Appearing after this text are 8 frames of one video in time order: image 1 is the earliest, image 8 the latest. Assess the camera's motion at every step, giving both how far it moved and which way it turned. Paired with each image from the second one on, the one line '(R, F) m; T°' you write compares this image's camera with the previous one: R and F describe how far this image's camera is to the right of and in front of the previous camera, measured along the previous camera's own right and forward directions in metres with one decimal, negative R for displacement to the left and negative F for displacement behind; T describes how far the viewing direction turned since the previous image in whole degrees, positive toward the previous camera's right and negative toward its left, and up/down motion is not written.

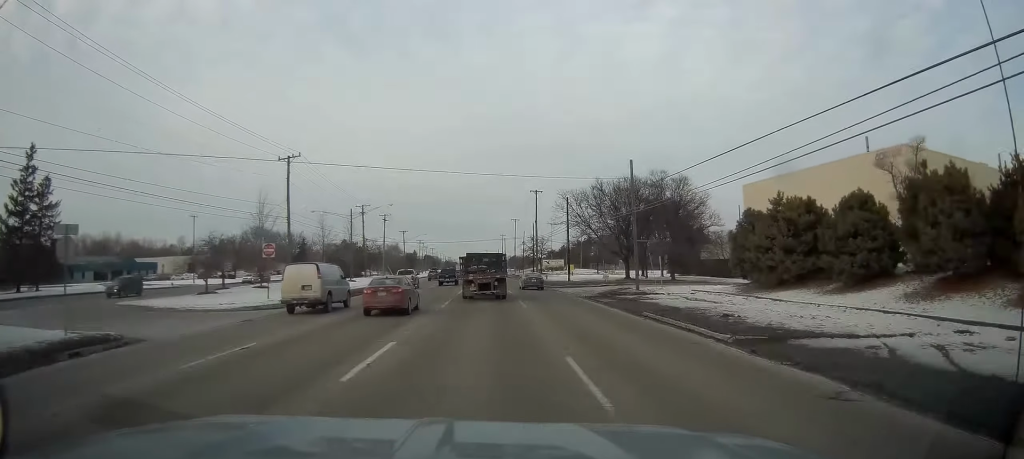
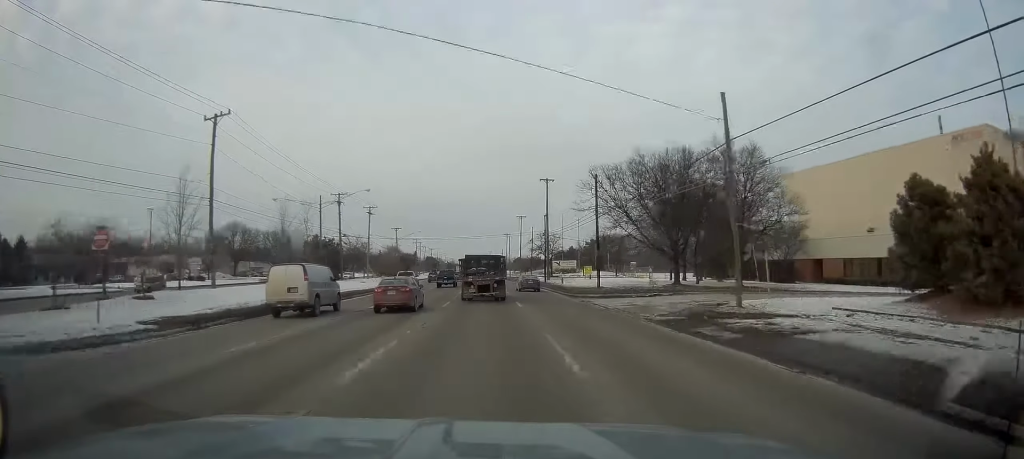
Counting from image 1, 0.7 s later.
(-0.4, +16.4) m; -1°
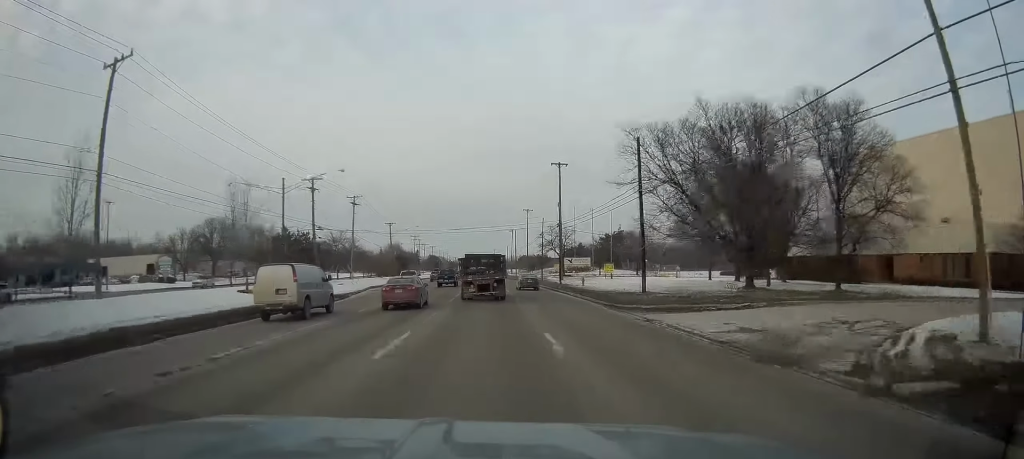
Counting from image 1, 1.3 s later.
(0.0, +13.3) m; 0°
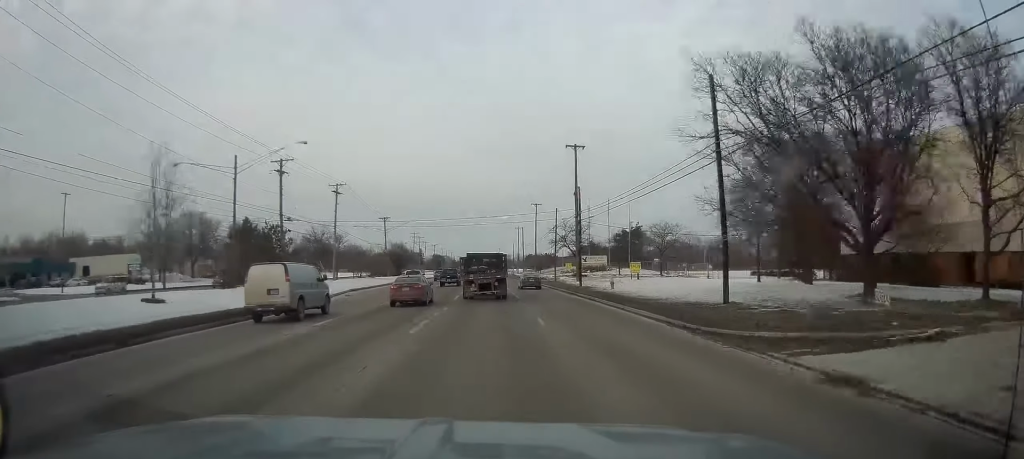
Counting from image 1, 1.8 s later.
(0.0, +11.8) m; 0°
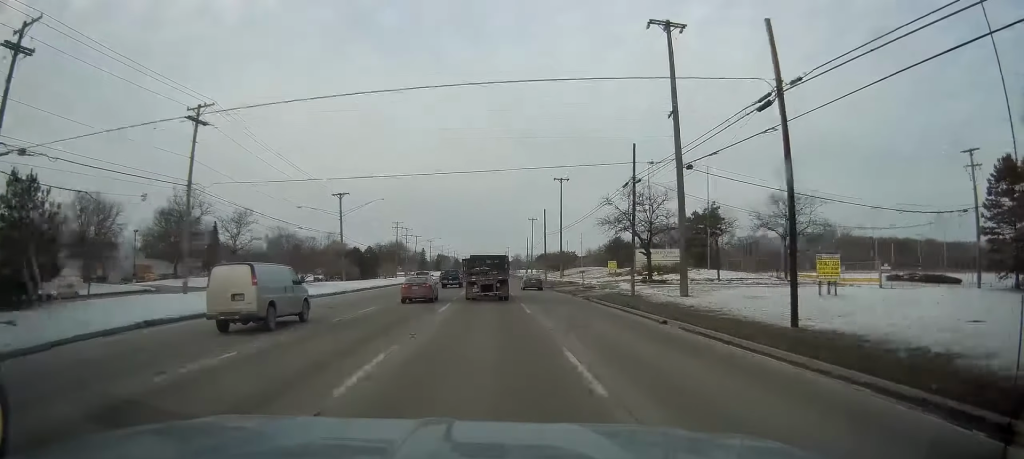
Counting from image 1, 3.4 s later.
(0.0, +37.7) m; -1°
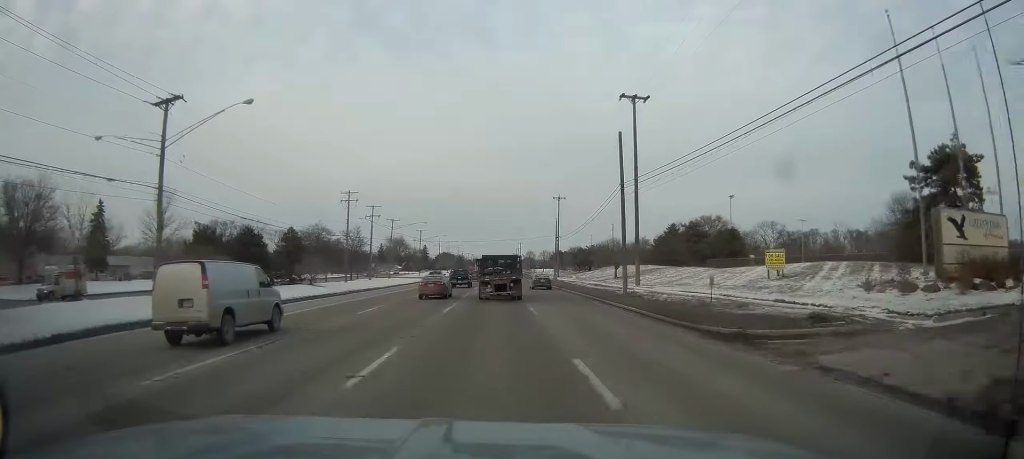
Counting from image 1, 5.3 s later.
(-0.5, +45.5) m; -1°
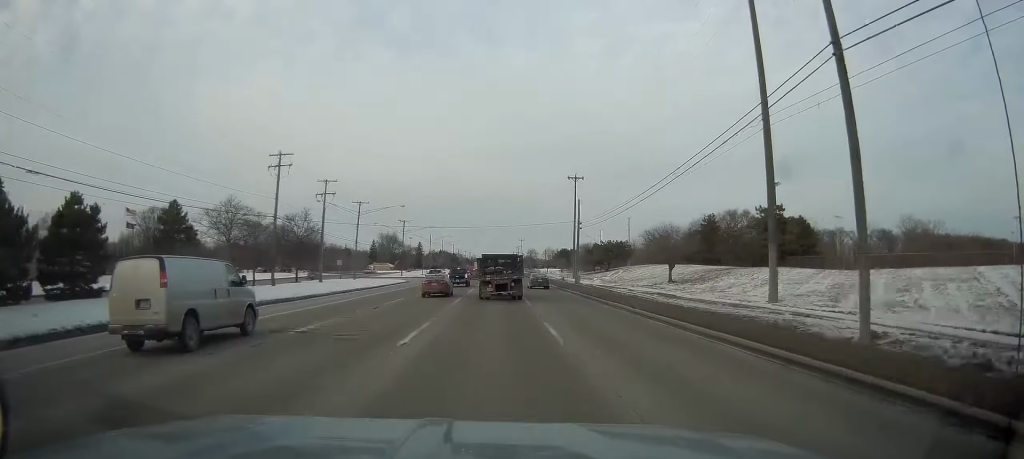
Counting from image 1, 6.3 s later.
(-0.1, +24.3) m; 0°
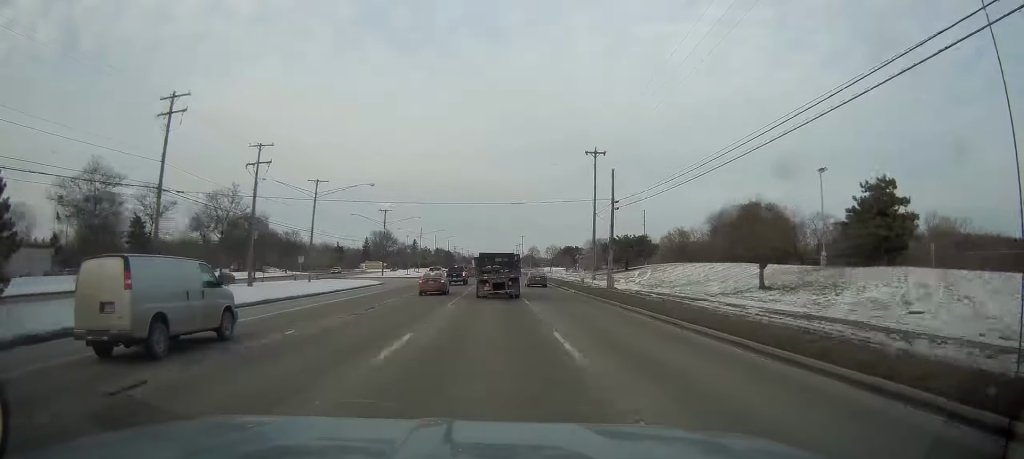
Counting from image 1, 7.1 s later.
(0.0, +18.8) m; 0°
